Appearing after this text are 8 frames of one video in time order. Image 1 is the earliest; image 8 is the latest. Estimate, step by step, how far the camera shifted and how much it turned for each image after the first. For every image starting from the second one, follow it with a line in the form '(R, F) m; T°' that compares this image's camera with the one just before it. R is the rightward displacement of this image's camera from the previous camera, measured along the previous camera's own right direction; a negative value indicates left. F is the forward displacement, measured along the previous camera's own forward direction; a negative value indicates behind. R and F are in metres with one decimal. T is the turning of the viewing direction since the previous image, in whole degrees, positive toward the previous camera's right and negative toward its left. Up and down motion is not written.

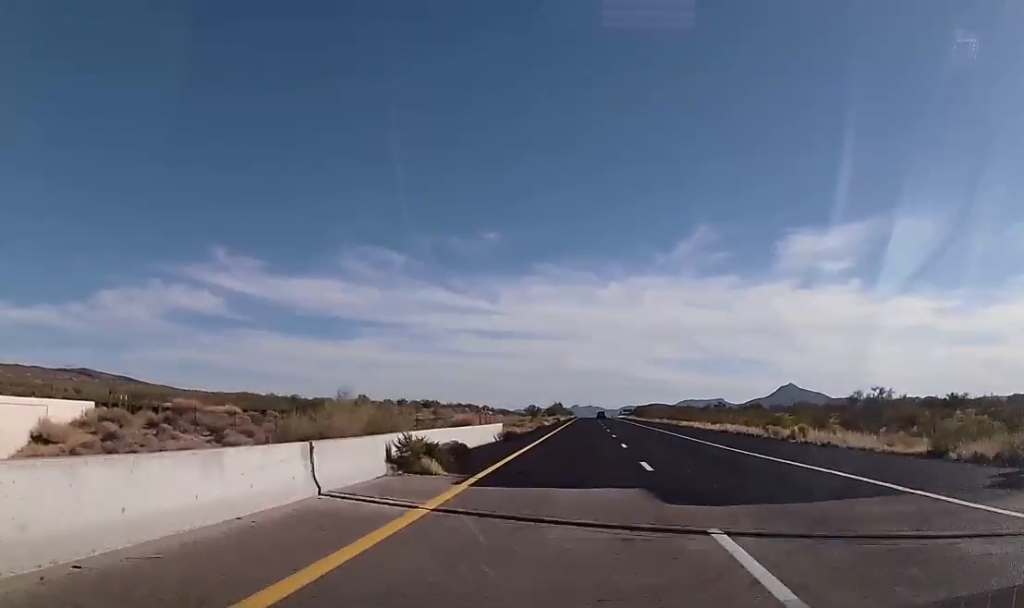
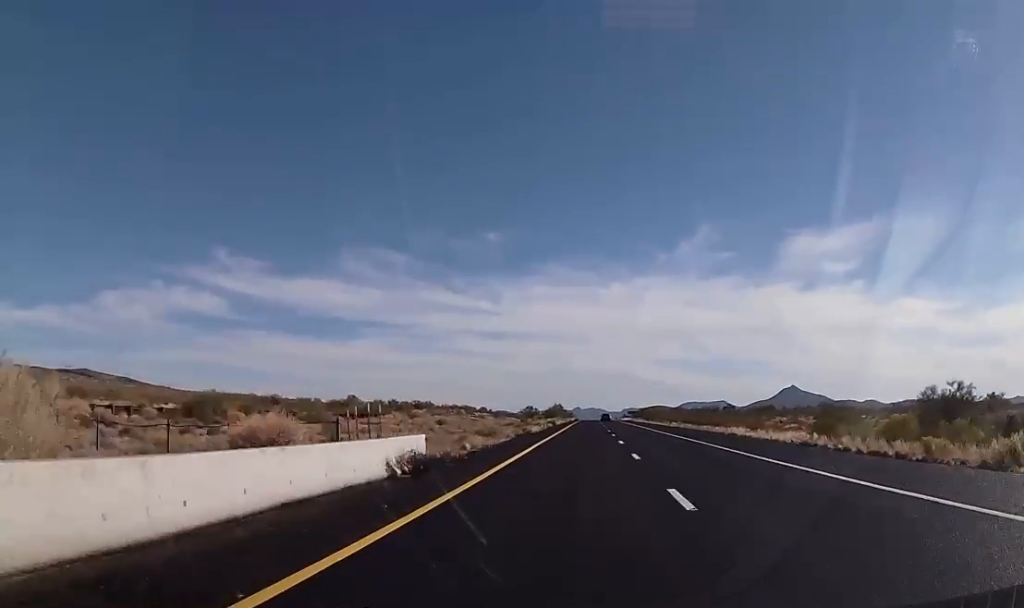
(-0.1, +18.8) m; 0°
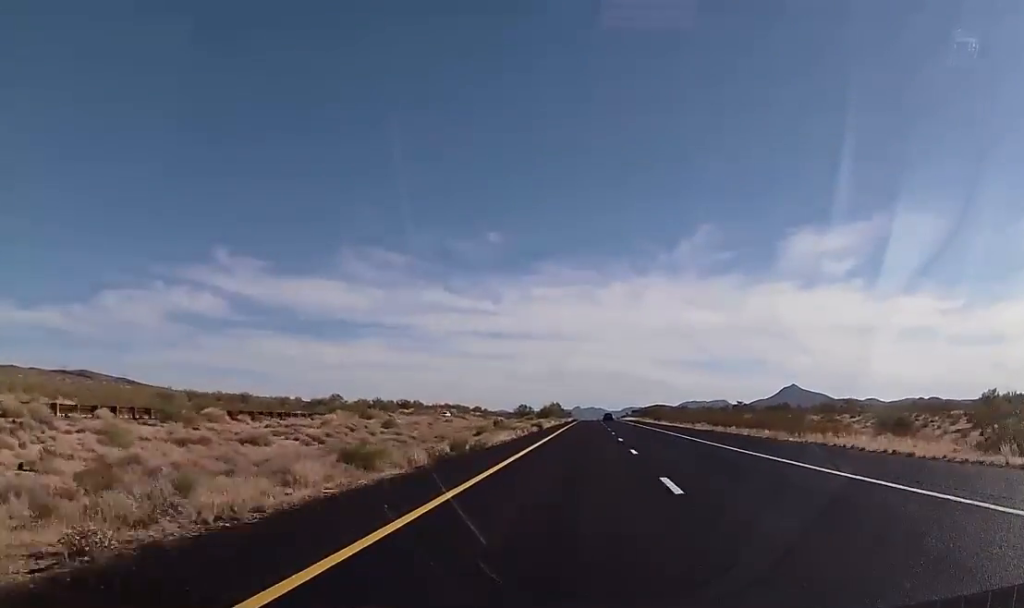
(+0.5, +22.6) m; +1°
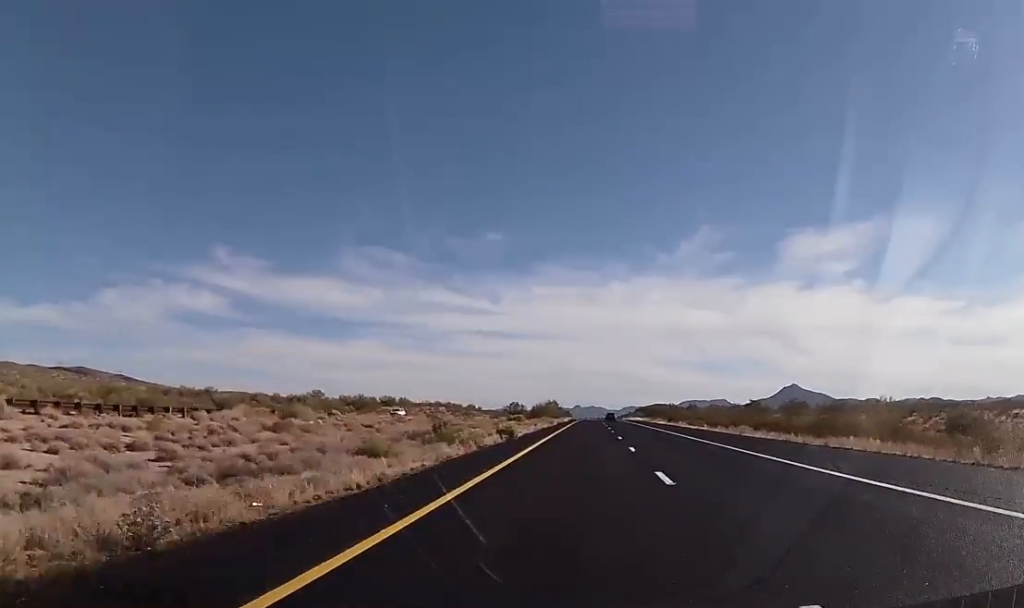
(0.0, +22.6) m; 0°
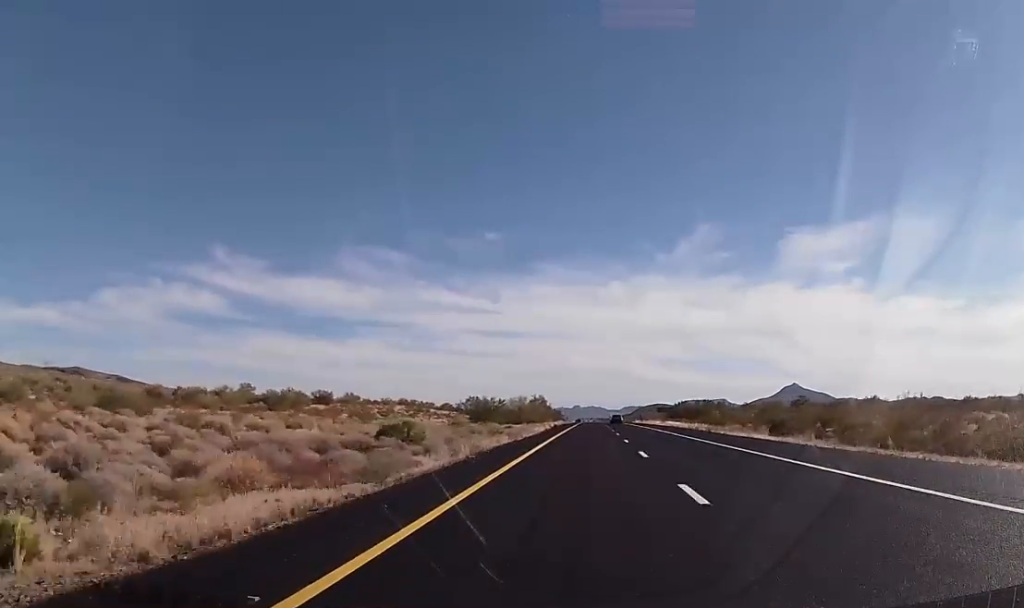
(-0.2, +63.9) m; 0°
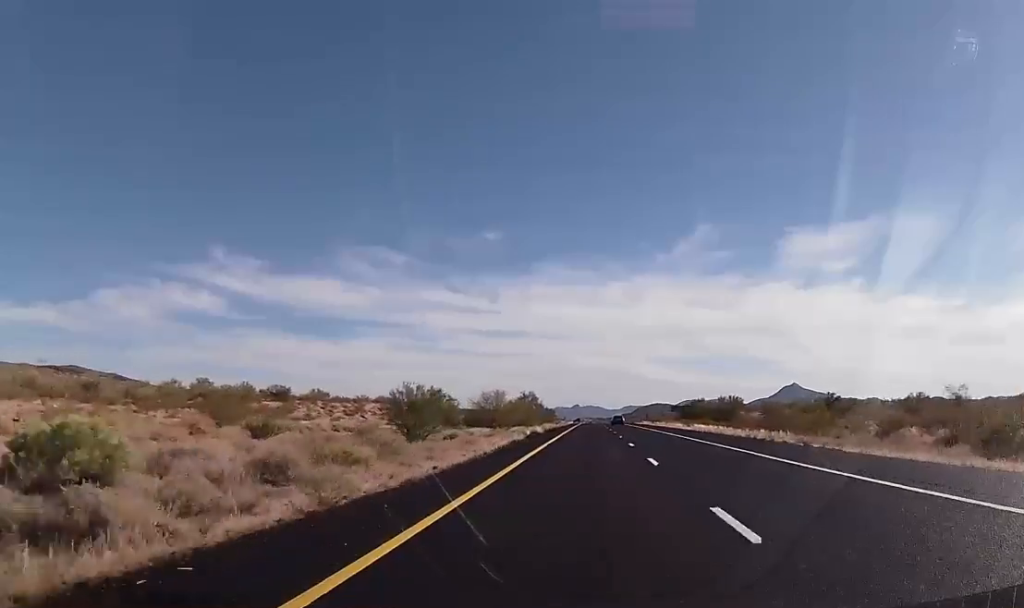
(-0.1, +27.6) m; 0°
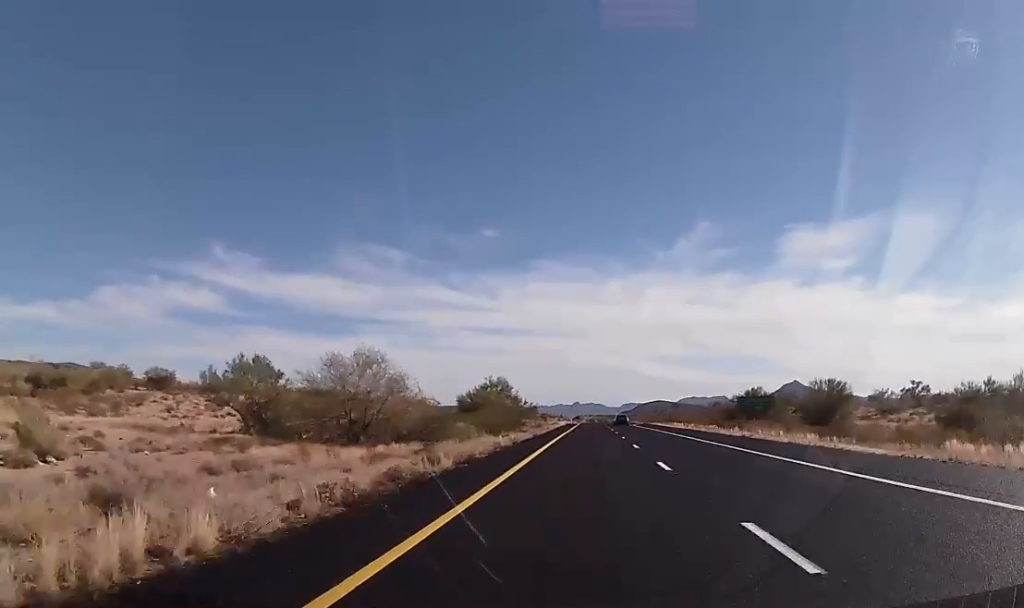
(-0.1, +50.2) m; 0°
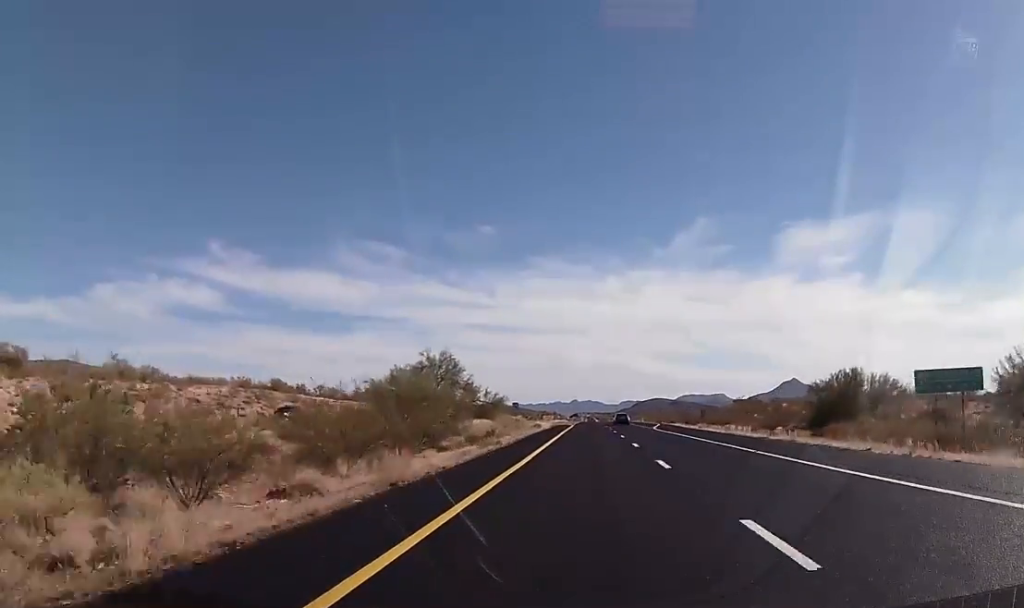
(-0.1, +36.5) m; +1°
